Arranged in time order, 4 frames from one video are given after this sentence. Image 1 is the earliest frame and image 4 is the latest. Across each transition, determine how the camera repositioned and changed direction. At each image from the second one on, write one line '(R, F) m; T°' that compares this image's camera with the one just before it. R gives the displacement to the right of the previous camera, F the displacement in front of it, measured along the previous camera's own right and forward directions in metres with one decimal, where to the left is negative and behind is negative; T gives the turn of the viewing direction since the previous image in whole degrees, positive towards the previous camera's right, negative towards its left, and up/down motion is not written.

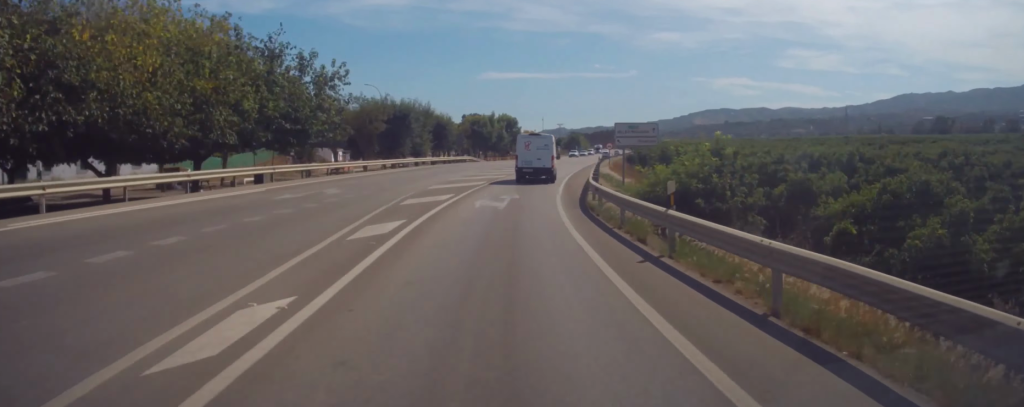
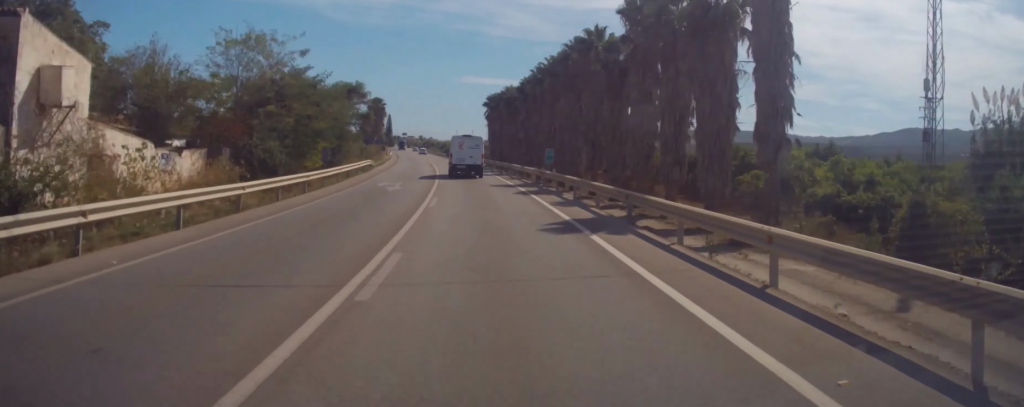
(-1.5, +392.7) m; -9°
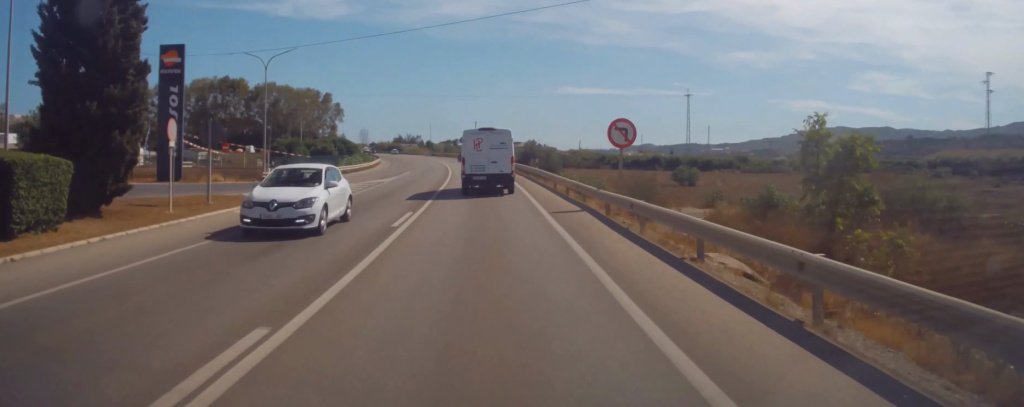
(-35.0, +391.9) m; -12°
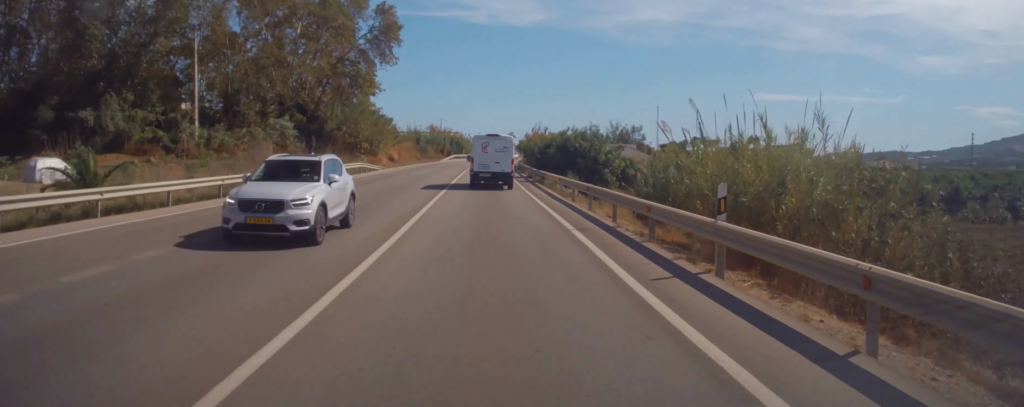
(-17.7, +171.0) m; -4°
